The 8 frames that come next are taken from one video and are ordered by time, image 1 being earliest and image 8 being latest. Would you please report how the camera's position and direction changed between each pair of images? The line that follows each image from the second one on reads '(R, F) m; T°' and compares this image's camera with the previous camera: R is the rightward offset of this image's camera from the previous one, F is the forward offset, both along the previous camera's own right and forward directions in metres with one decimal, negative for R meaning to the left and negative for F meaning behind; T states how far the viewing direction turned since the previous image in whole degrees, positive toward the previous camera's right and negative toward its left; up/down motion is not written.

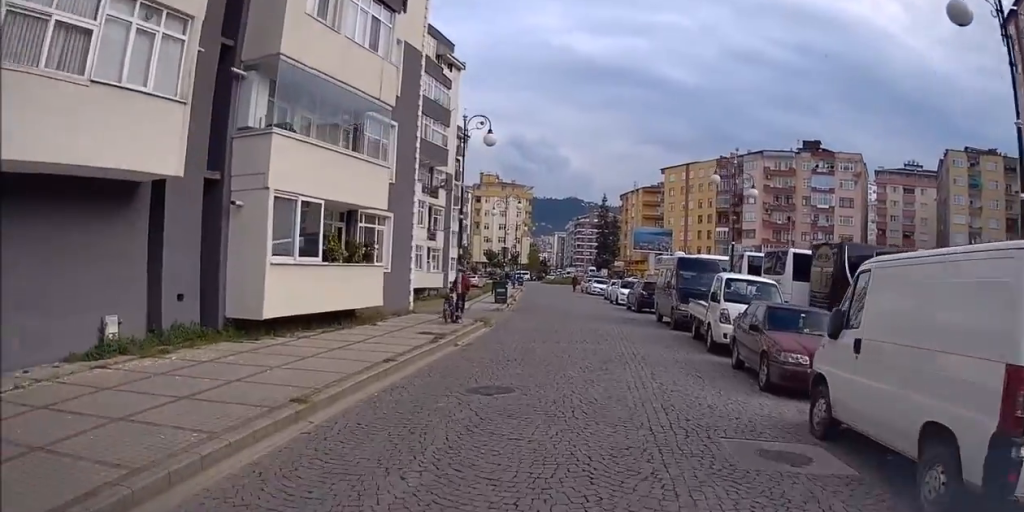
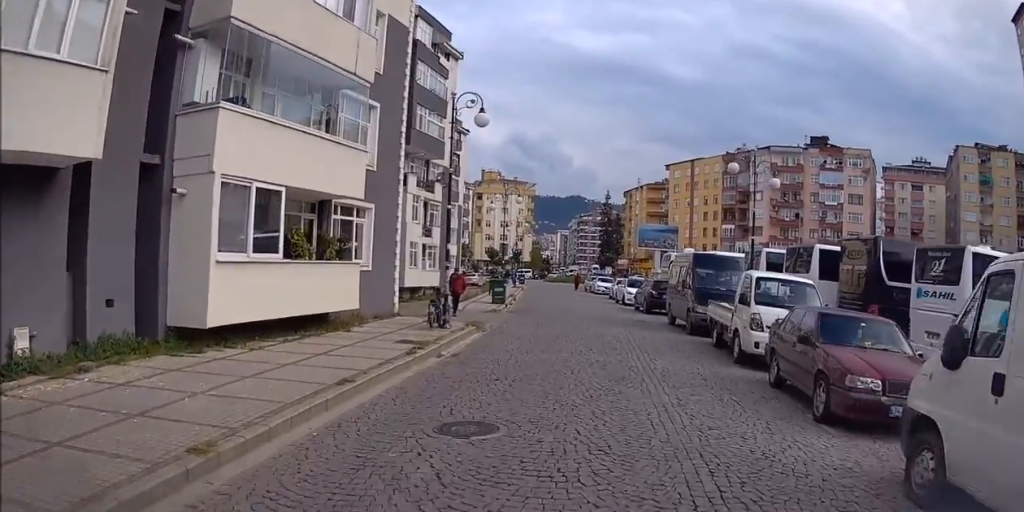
(0.0, +2.5) m; -1°
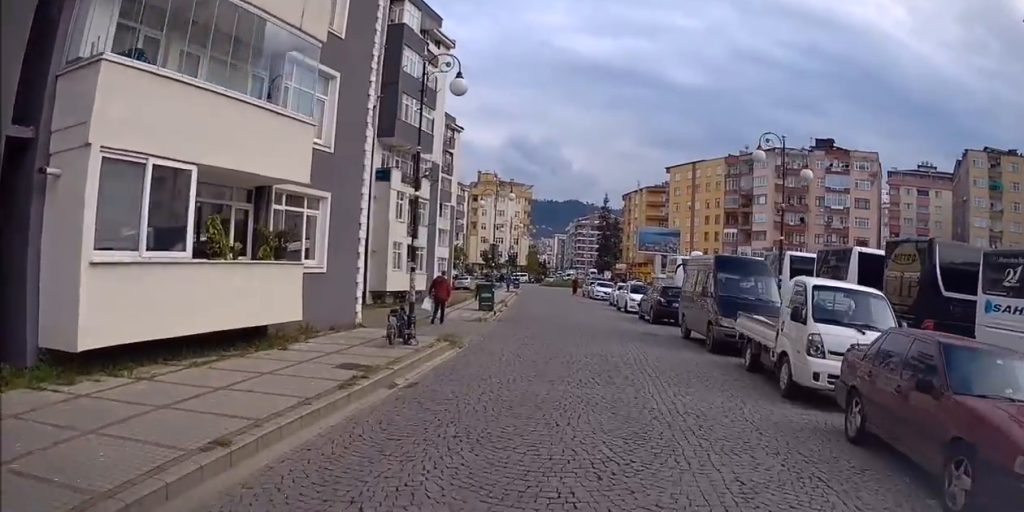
(0.0, +3.7) m; -1°
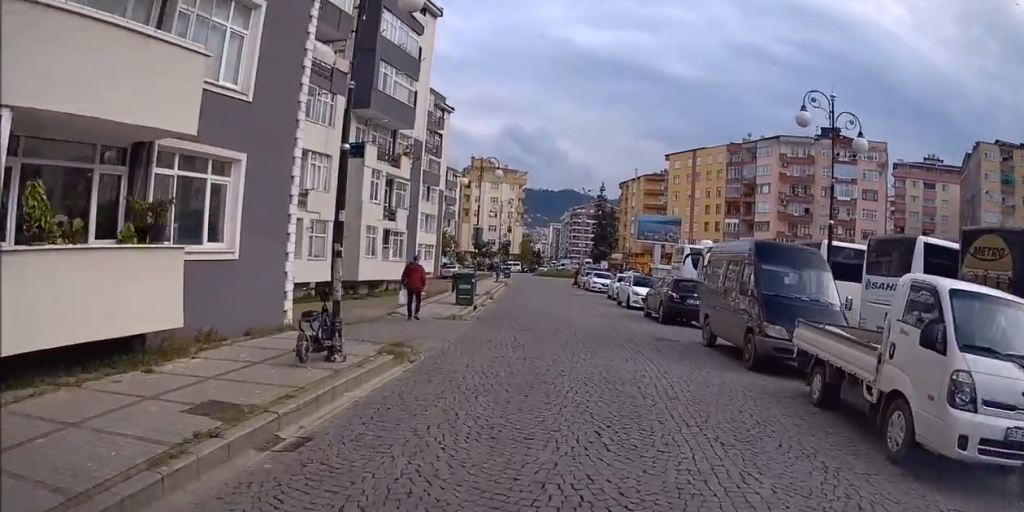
(0.0, +4.5) m; -1°
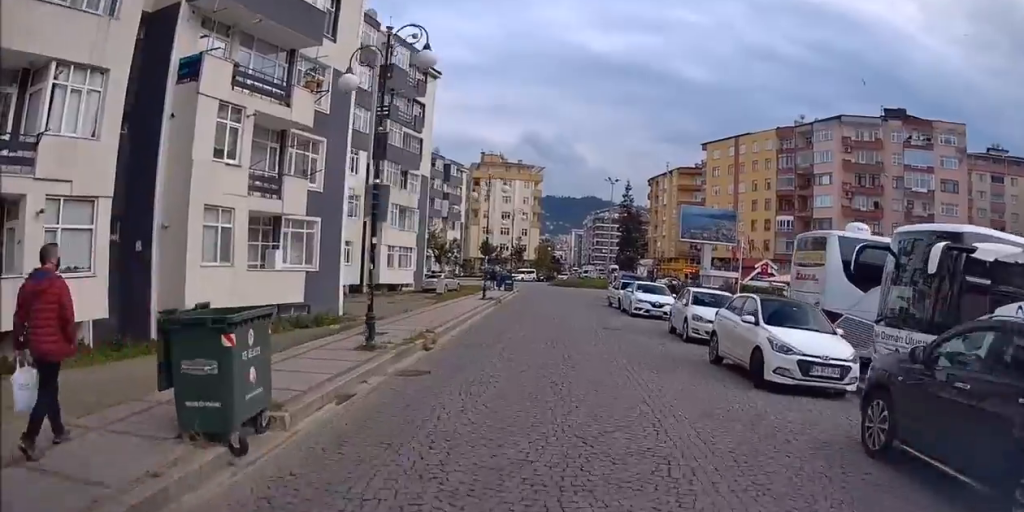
(+0.1, +19.9) m; 0°
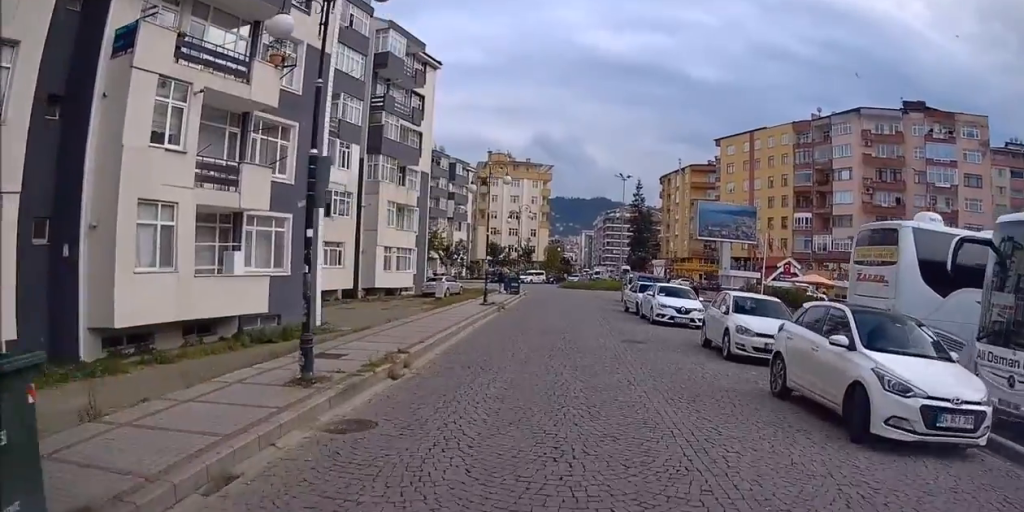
(-0.1, +4.0) m; 0°
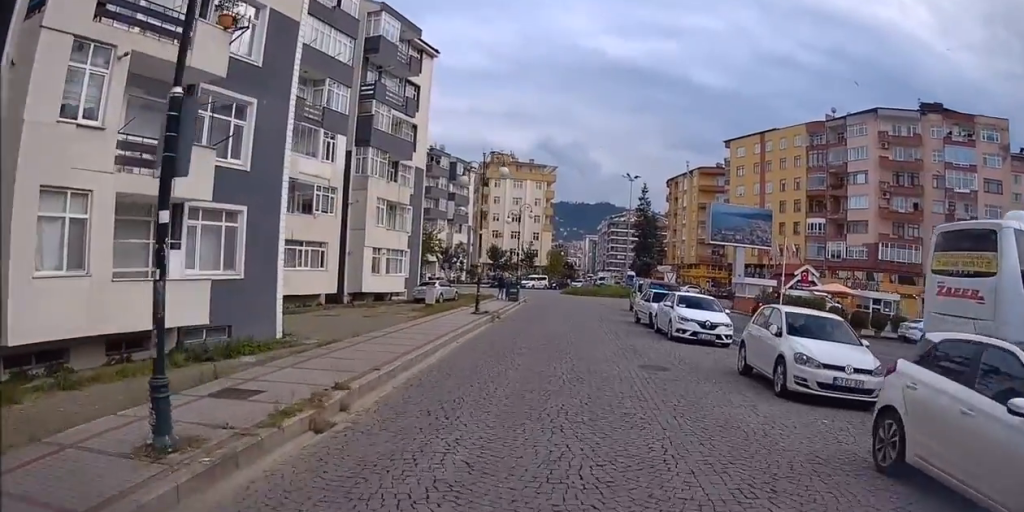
(-0.2, +3.9) m; 0°
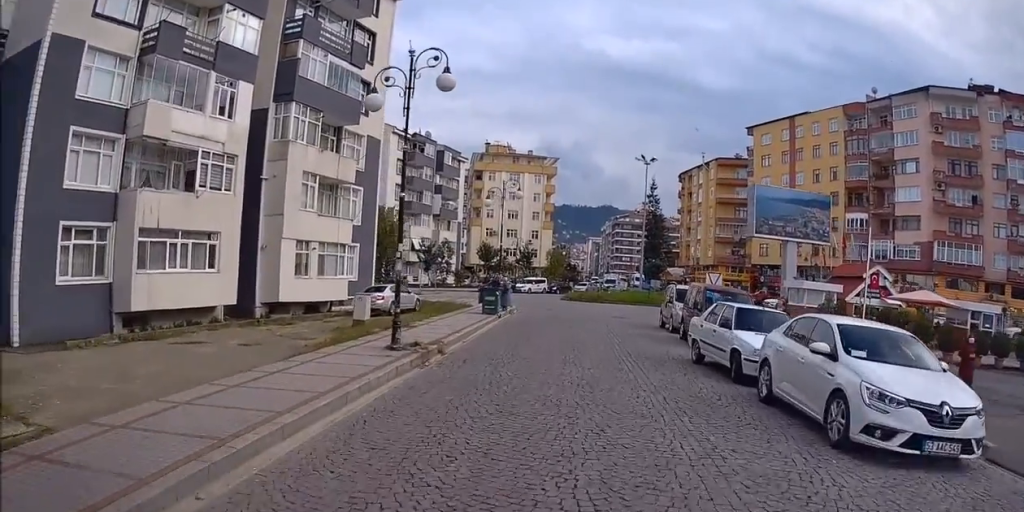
(+0.7, +13.9) m; +3°
